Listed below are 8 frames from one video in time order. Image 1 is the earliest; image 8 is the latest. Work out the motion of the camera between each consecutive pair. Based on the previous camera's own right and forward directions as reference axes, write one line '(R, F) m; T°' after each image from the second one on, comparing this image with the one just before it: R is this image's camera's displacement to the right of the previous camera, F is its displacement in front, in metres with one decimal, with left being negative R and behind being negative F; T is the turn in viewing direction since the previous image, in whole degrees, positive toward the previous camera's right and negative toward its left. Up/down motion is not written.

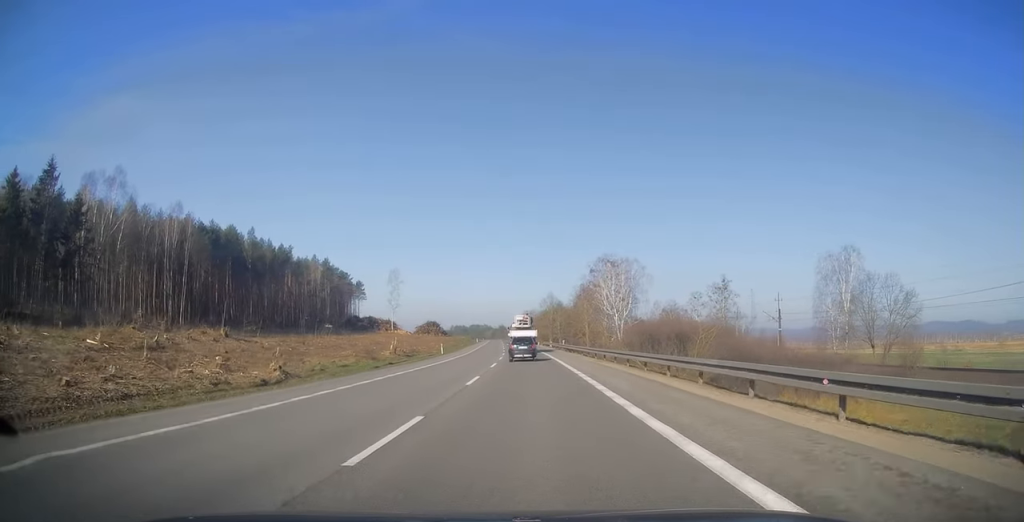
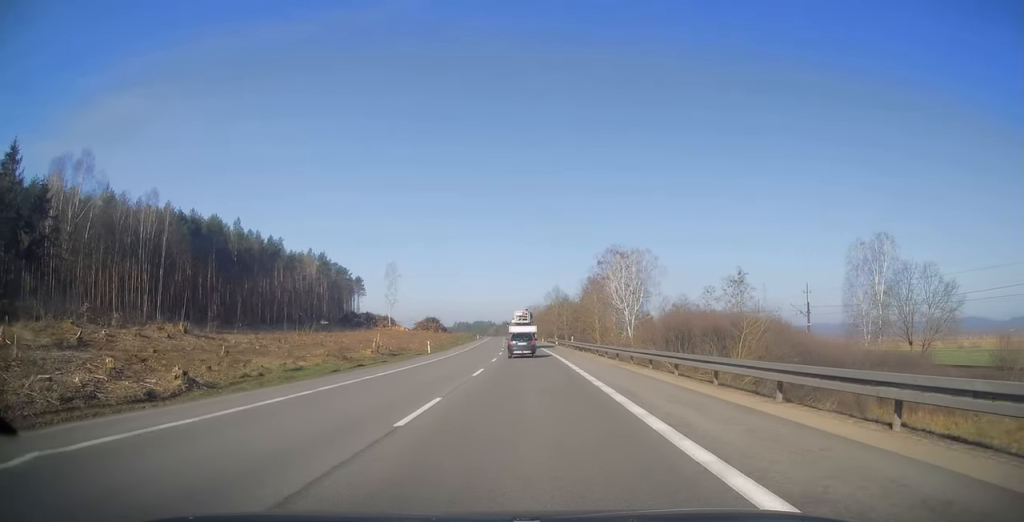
(0.0, +9.3) m; -1°
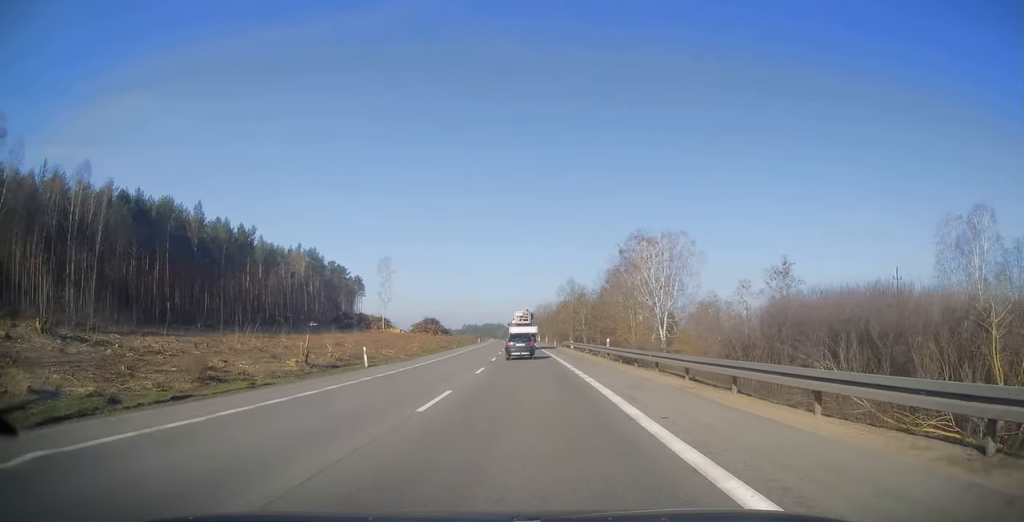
(-0.3, +21.5) m; -1°
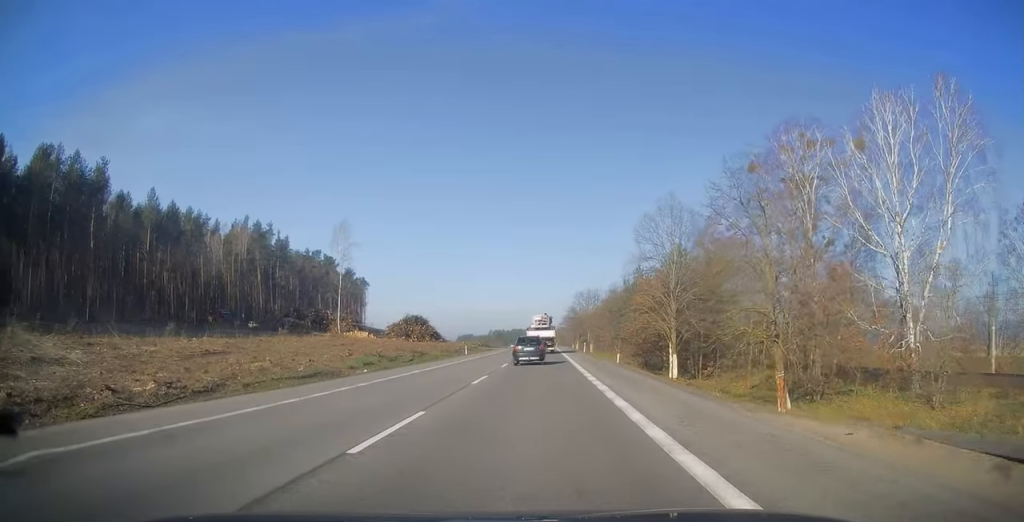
(-1.7, +63.6) m; -2°
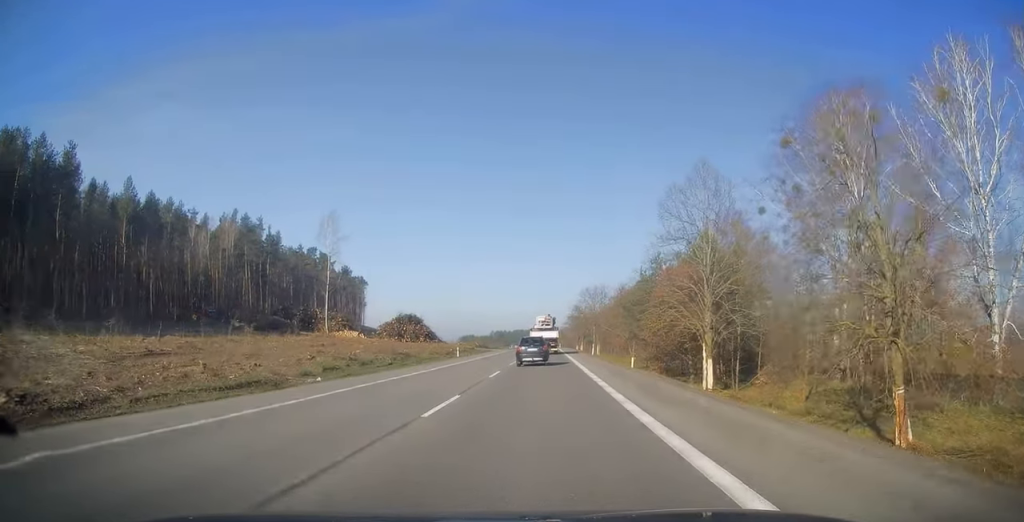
(0.0, +8.3) m; -1°
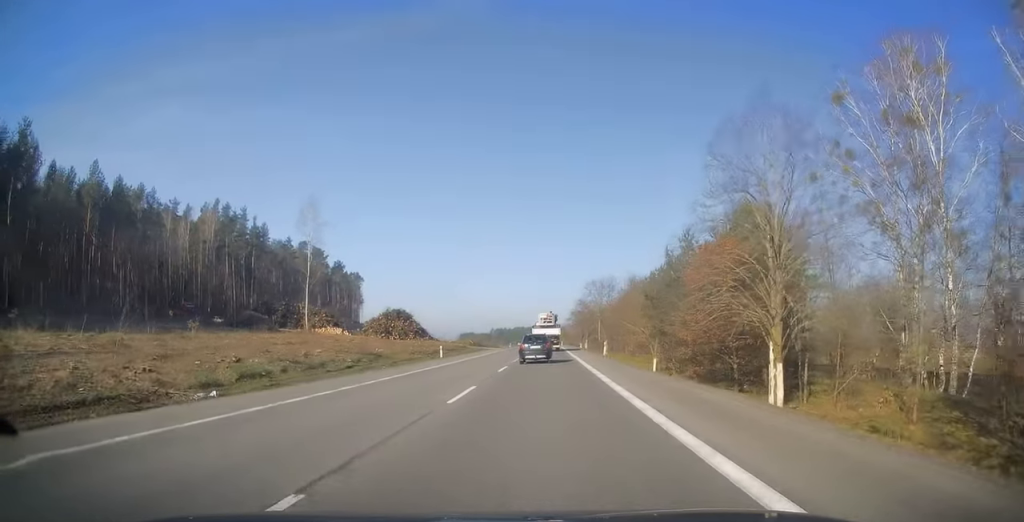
(0.0, +10.1) m; -1°
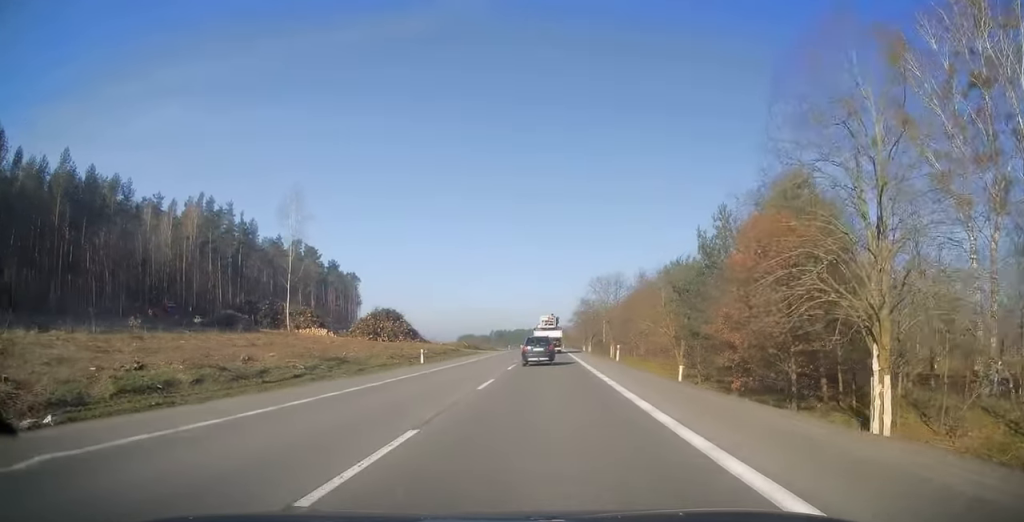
(-0.2, +8.0) m; 0°
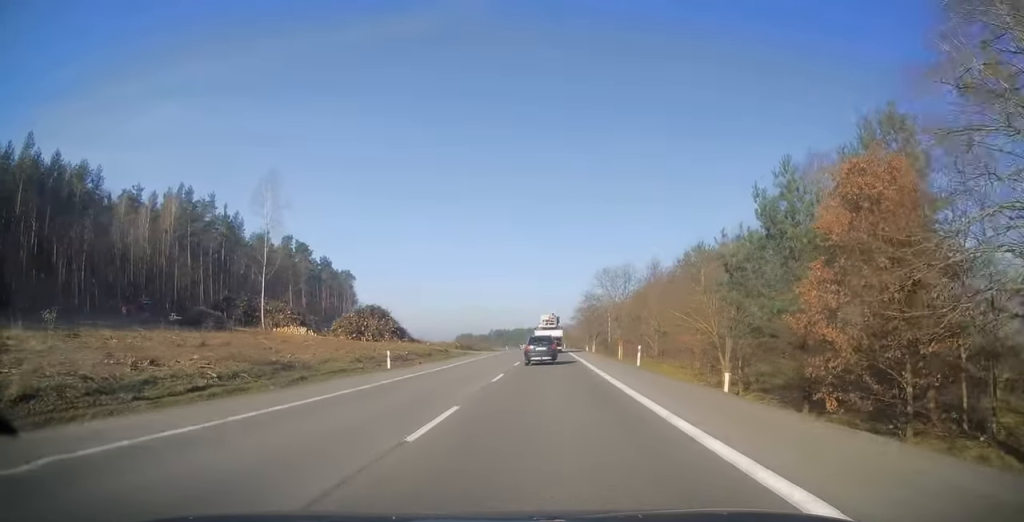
(-0.2, +8.9) m; 0°
